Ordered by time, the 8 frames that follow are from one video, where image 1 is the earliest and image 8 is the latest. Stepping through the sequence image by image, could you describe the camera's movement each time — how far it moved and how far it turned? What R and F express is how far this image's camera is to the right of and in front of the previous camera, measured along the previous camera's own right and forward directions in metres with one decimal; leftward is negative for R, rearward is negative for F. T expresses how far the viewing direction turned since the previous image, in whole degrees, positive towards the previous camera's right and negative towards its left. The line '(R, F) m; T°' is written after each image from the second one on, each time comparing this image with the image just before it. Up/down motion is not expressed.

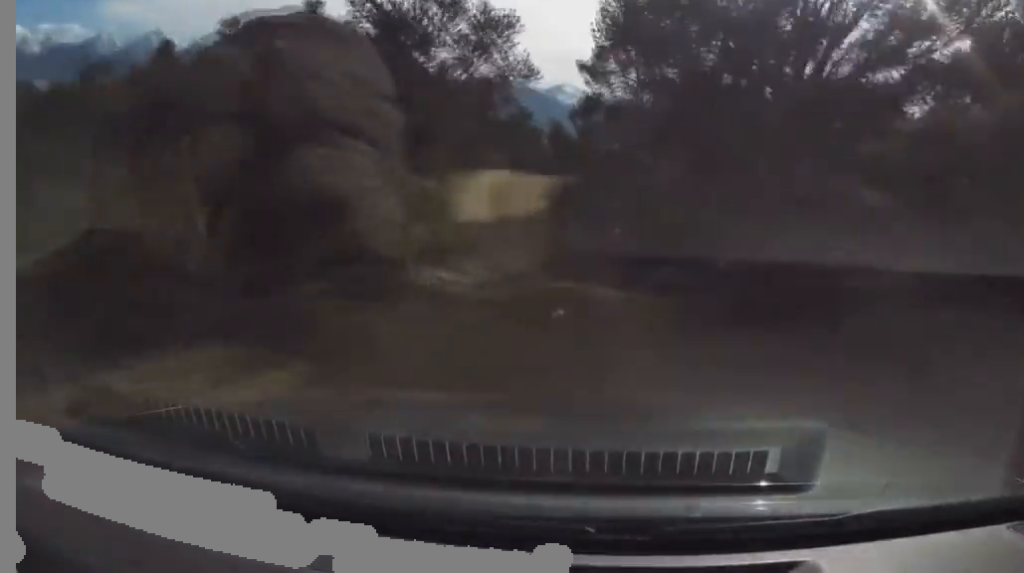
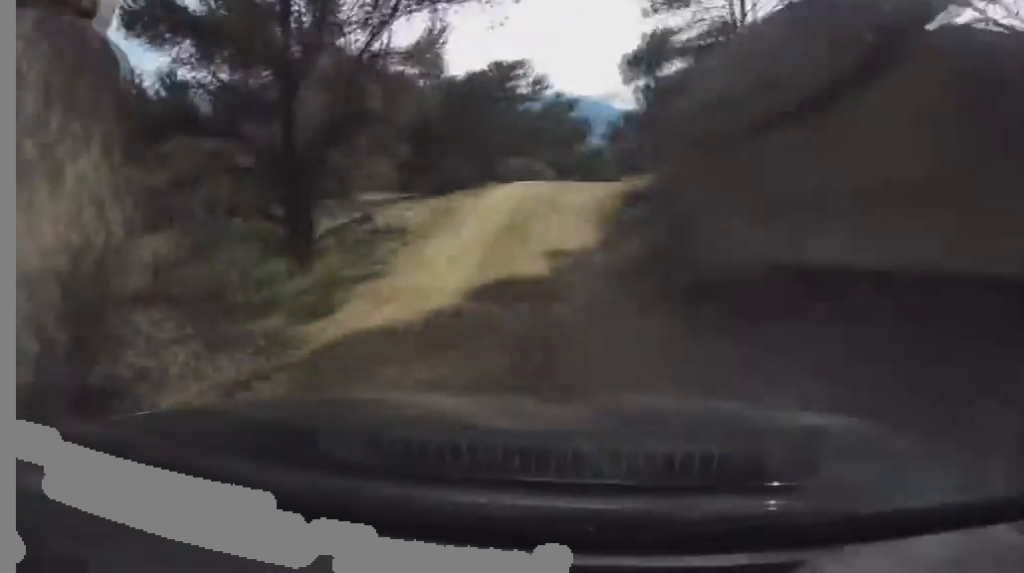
(0.0, +10.7) m; +10°
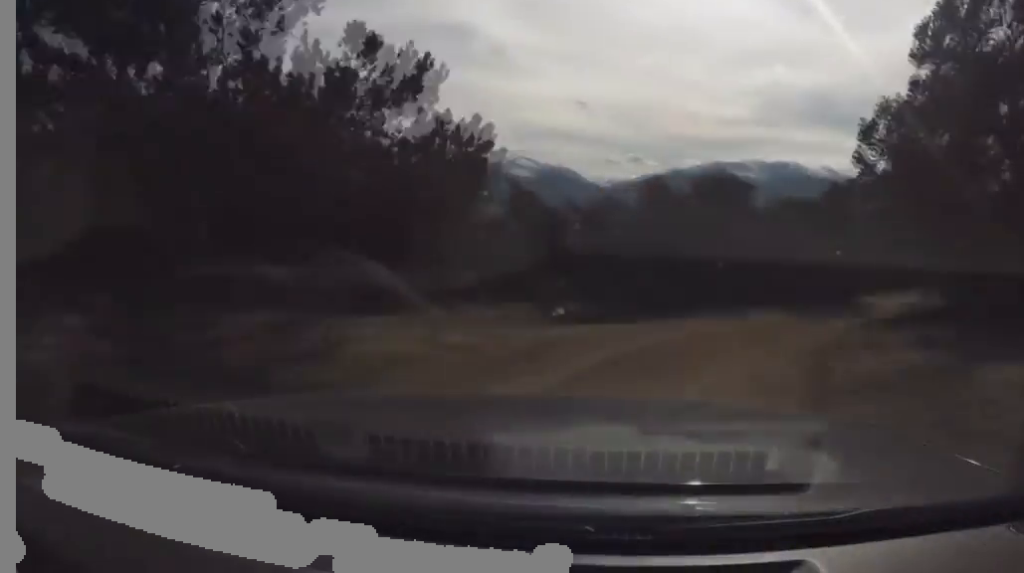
(+5.6, +19.3) m; +21°
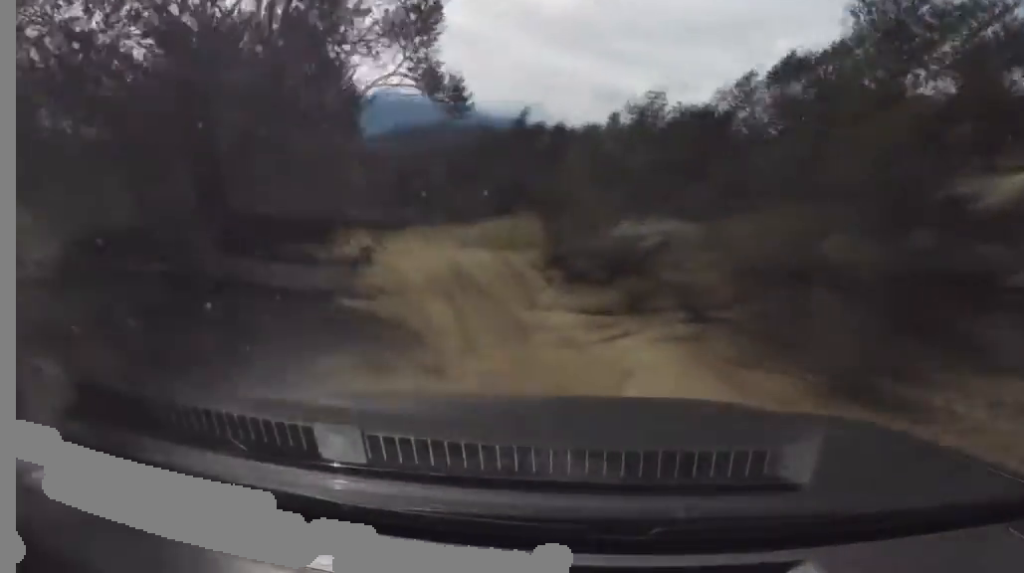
(+0.2, +19.5) m; -9°
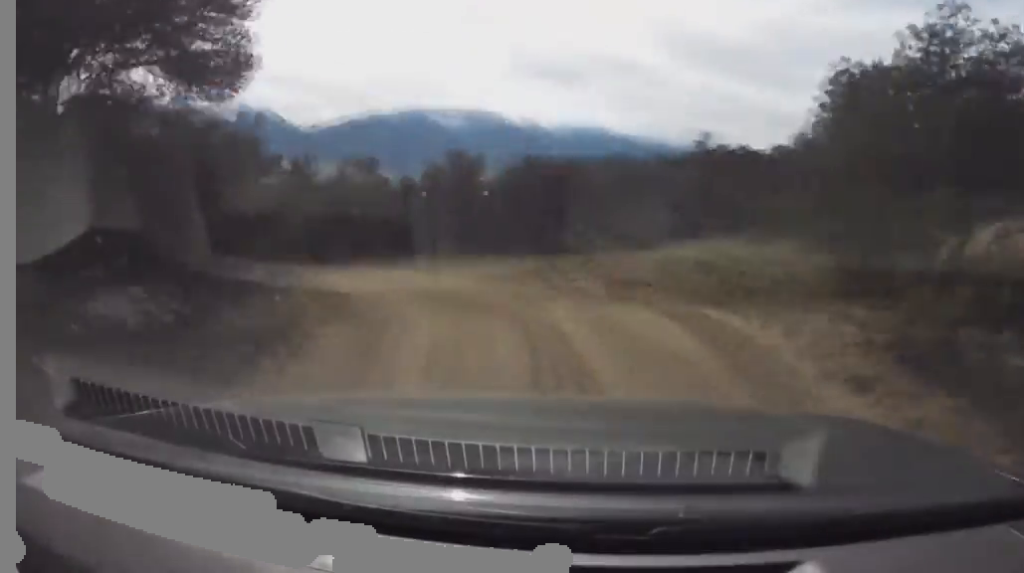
(-1.2, +11.8) m; -8°
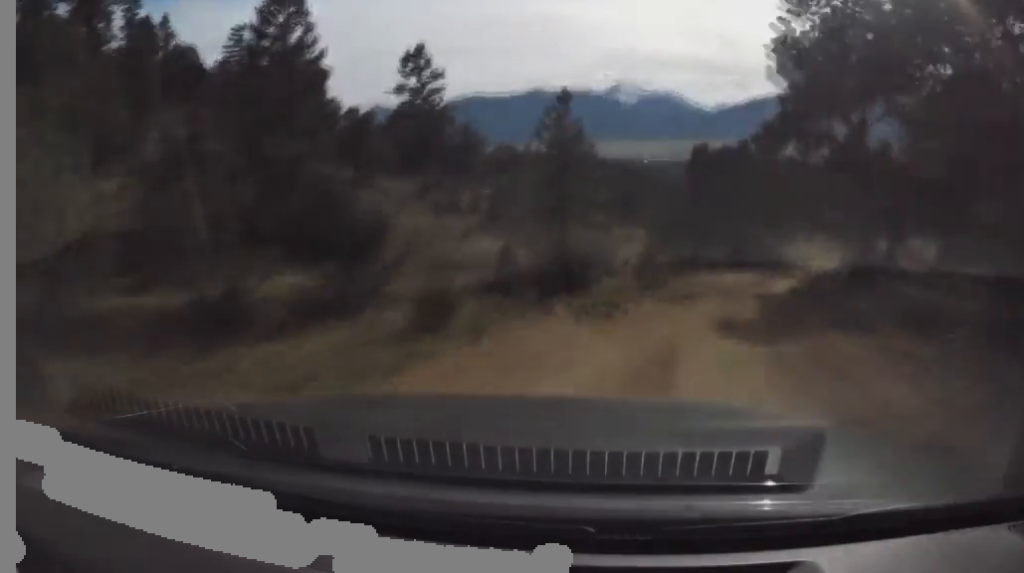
(-2.1, +29.3) m; -3°
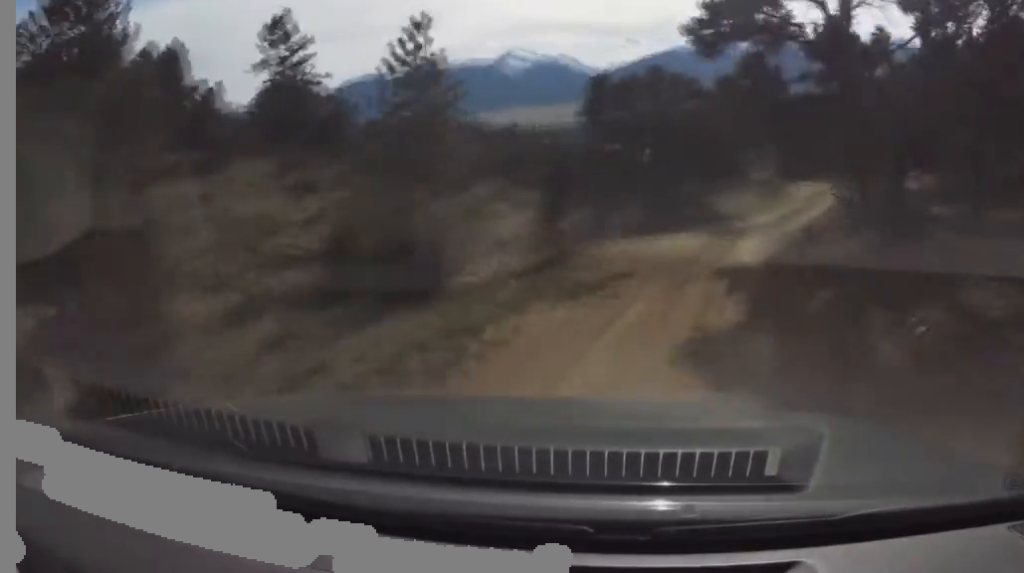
(+0.1, +8.5) m; +4°
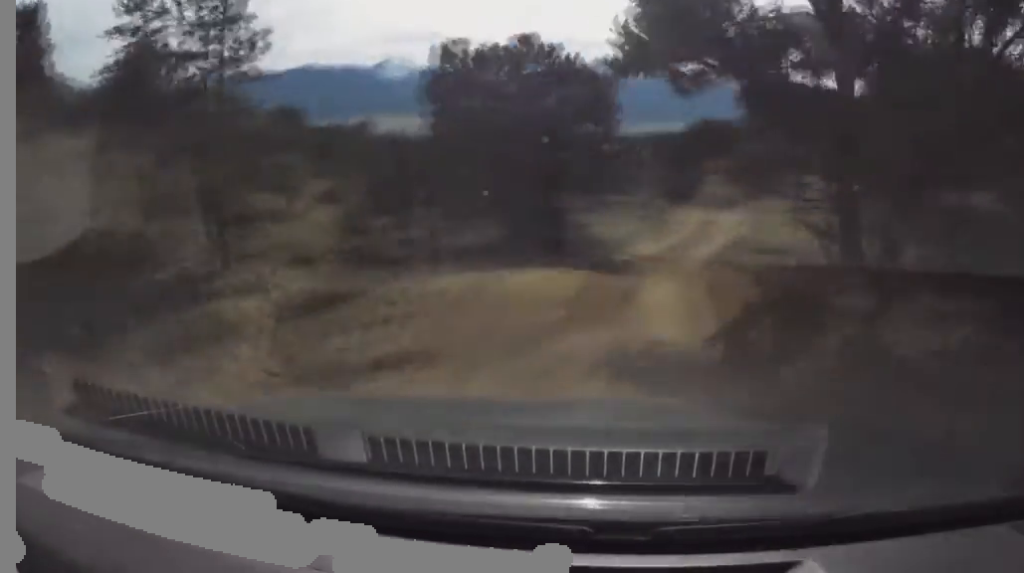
(-0.4, +6.9) m; +3°
